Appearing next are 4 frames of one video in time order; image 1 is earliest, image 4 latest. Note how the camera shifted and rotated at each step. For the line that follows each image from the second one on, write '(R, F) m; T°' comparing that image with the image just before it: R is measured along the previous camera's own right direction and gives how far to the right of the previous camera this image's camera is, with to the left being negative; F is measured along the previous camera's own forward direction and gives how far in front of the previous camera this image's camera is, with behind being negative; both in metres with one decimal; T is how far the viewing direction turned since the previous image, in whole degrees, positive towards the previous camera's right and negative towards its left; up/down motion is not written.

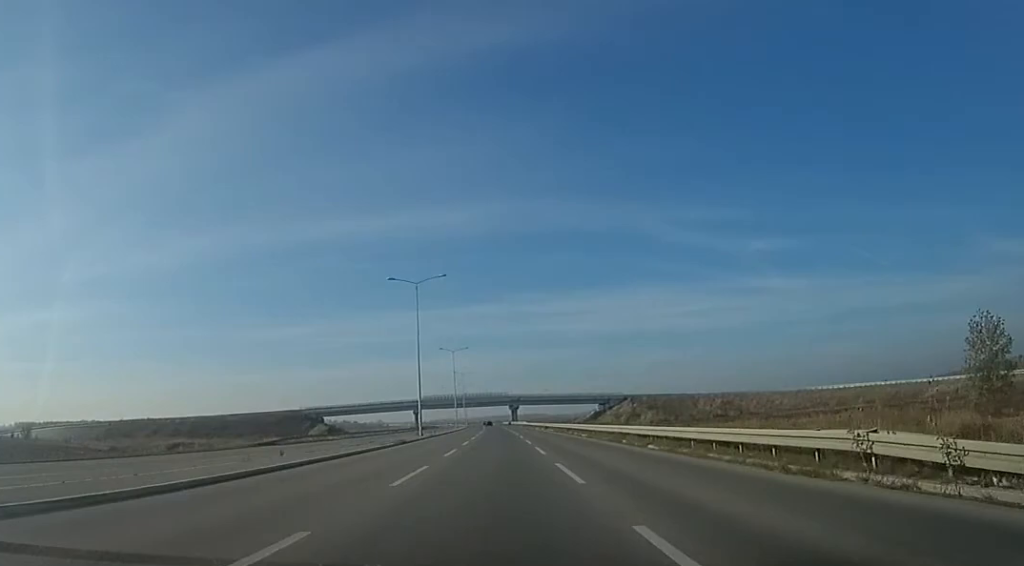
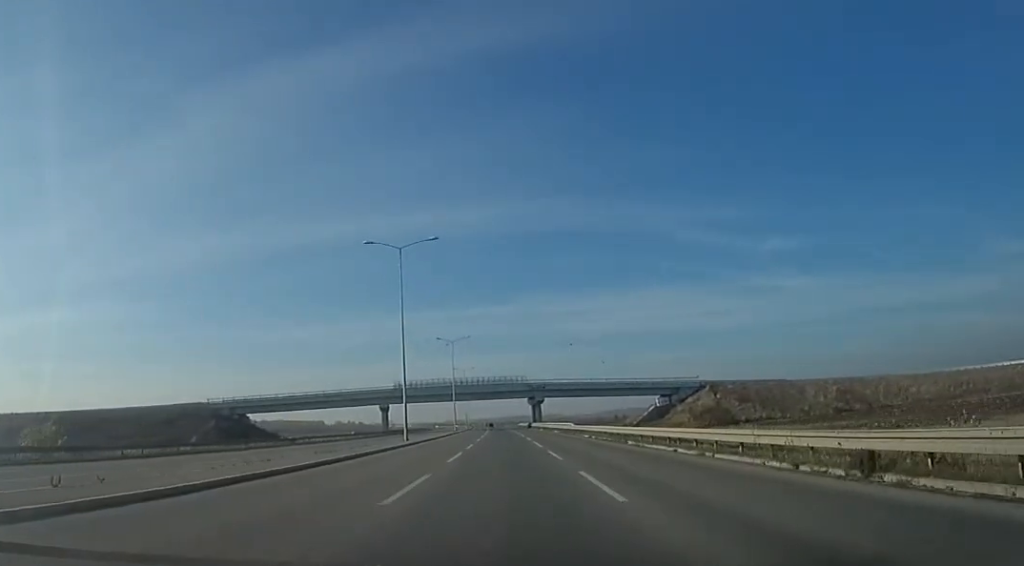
(0.0, +63.0) m; 0°
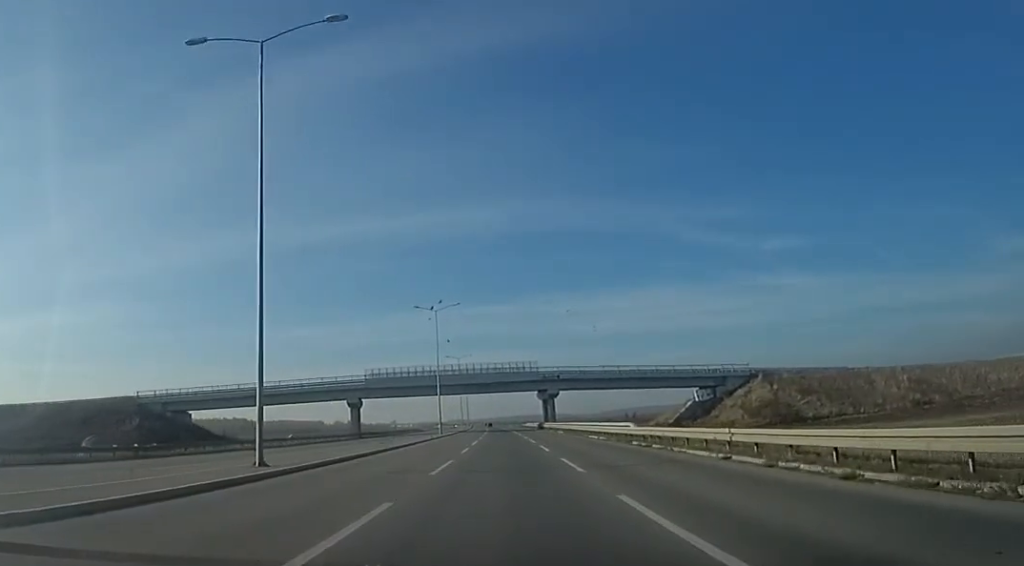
(0.0, +24.8) m; 0°
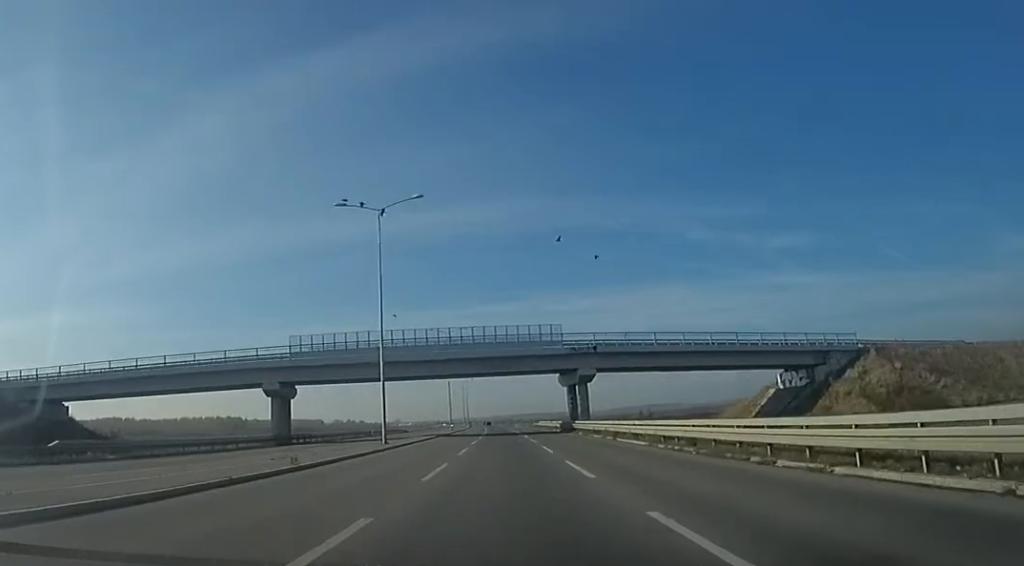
(0.0, +31.8) m; -1°
